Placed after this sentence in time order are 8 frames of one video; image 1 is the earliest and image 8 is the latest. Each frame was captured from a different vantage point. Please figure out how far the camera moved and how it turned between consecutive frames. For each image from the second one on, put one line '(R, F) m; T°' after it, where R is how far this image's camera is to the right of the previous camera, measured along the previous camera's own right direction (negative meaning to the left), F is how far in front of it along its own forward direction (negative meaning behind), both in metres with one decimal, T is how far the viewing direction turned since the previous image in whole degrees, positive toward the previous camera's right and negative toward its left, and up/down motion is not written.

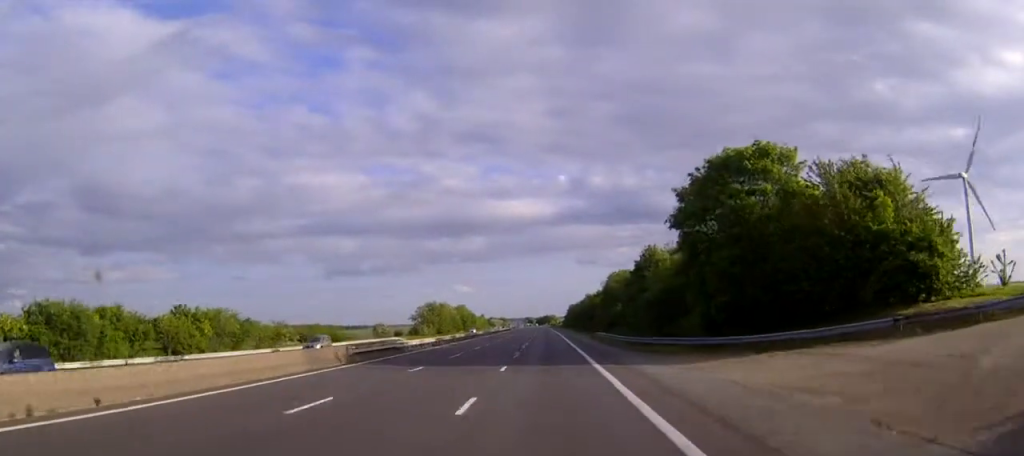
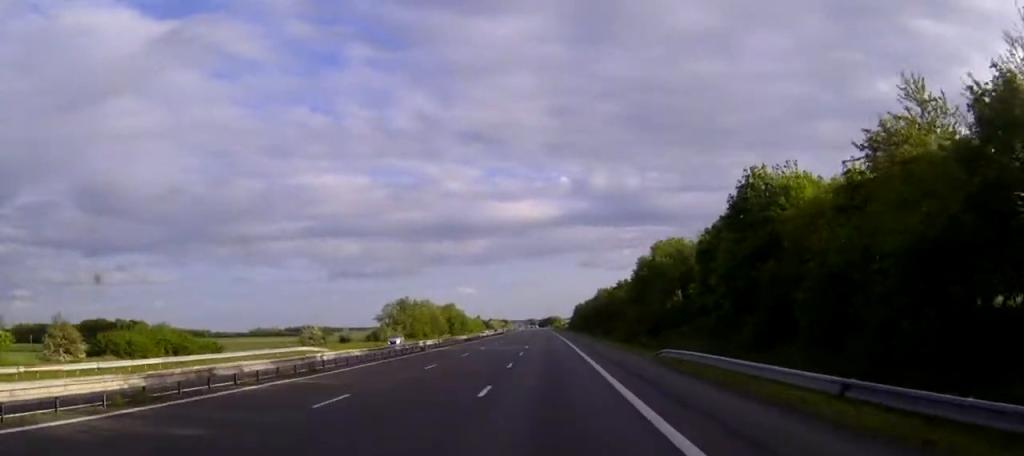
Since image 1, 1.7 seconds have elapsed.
(0.0, +48.3) m; 0°
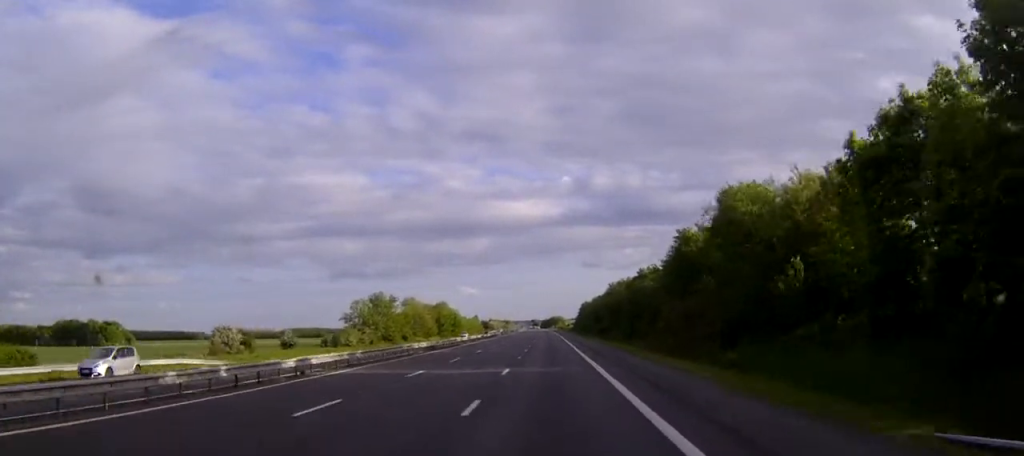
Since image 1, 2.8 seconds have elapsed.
(0.0, +29.9) m; 0°
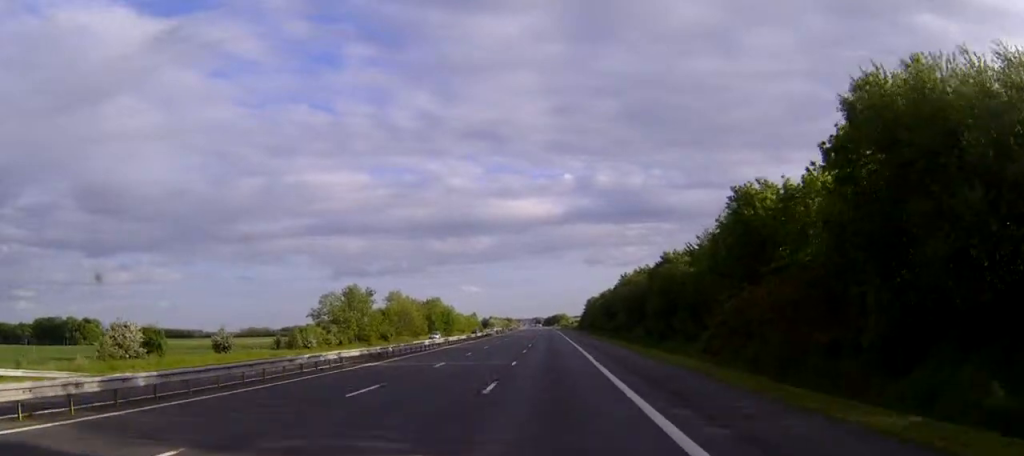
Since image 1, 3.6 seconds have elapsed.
(0.0, +21.6) m; 0°
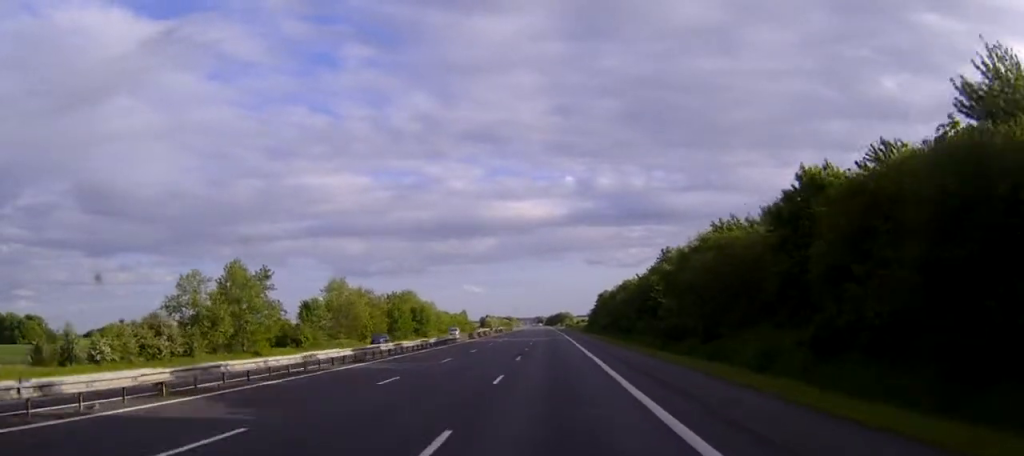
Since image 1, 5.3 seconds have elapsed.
(-0.1, +50.0) m; 0°
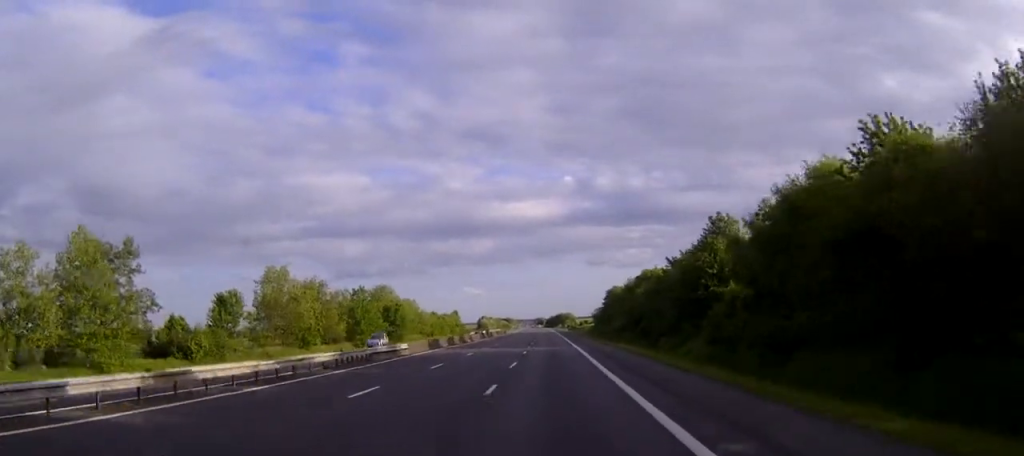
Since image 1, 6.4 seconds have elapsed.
(0.0, +29.3) m; 0°
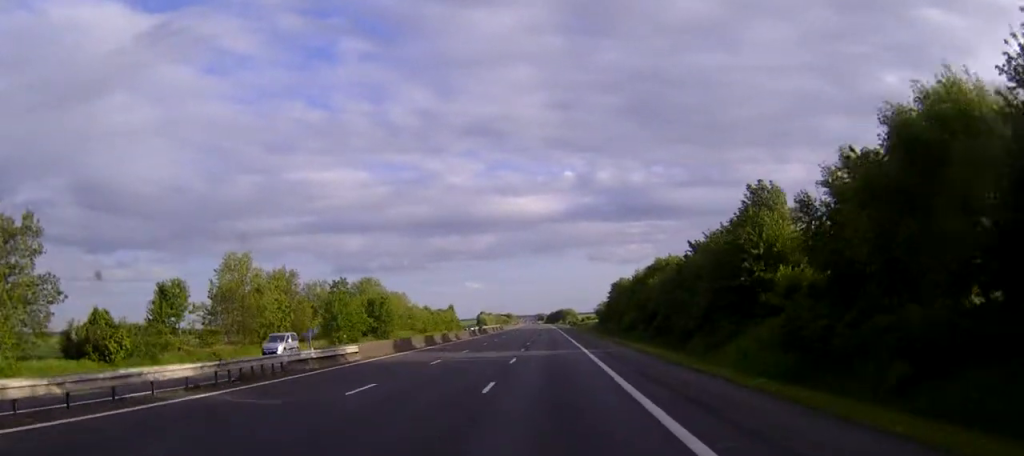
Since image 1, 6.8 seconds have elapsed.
(0.0, +13.2) m; 0°
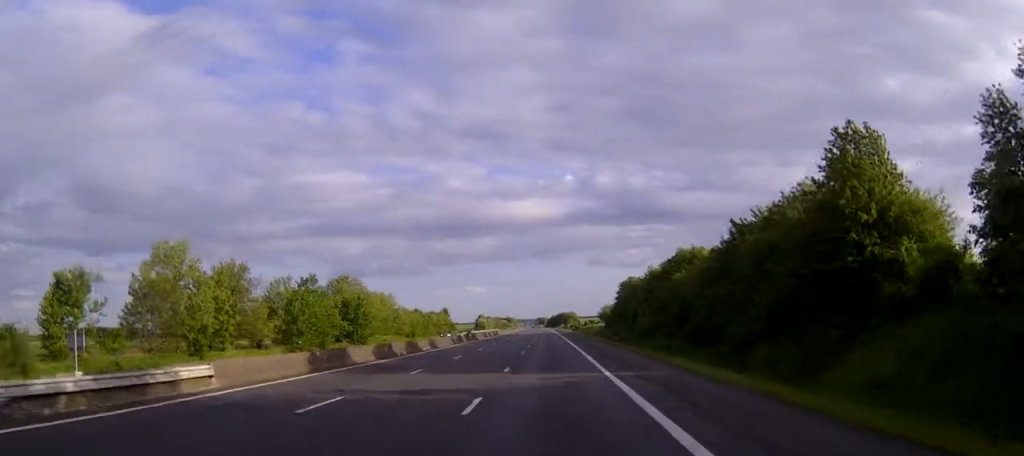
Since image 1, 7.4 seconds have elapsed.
(0.0, +17.0) m; 0°
